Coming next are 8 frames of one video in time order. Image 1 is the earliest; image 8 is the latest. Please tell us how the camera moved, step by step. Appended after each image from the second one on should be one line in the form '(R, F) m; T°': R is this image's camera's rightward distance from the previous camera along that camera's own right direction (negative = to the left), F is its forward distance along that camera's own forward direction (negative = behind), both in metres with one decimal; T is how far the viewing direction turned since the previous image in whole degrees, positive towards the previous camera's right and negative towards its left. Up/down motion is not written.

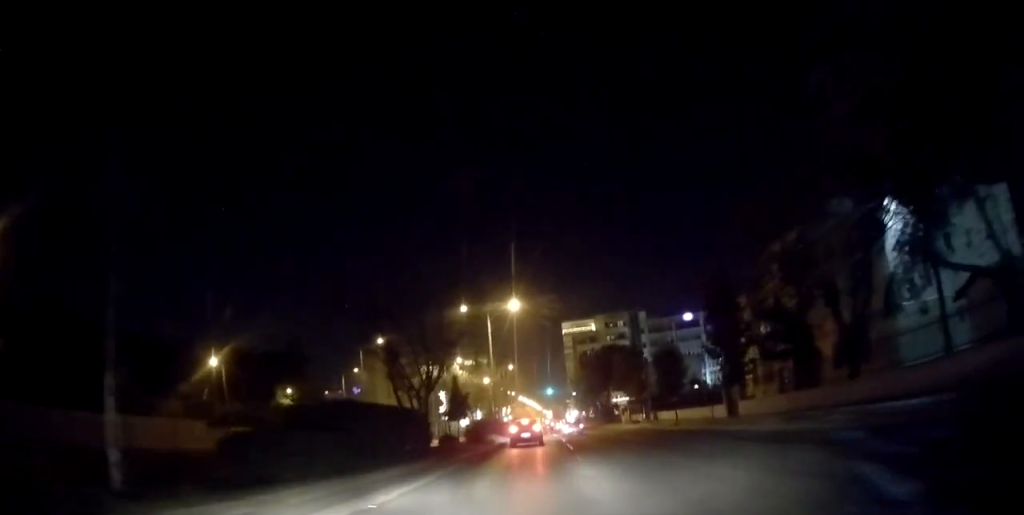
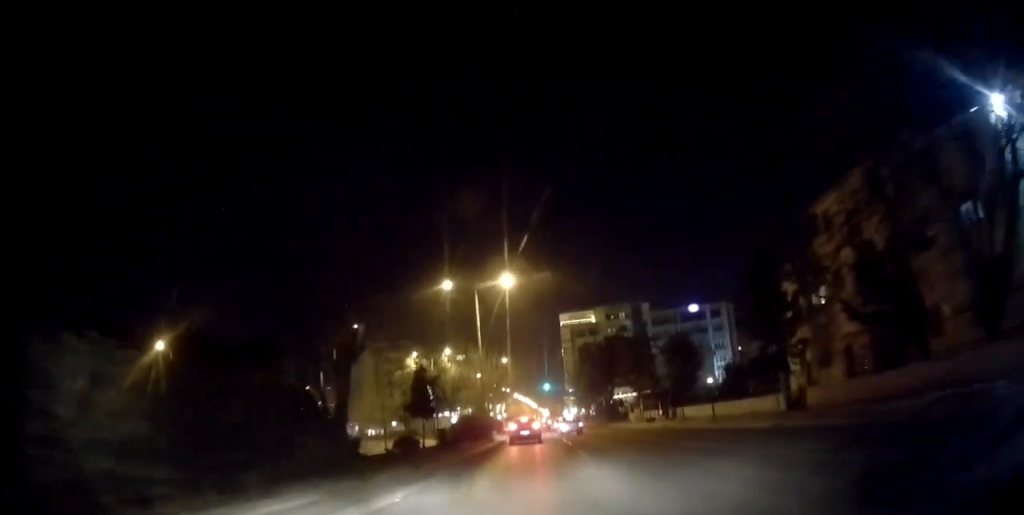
(-0.4, +9.0) m; +1°
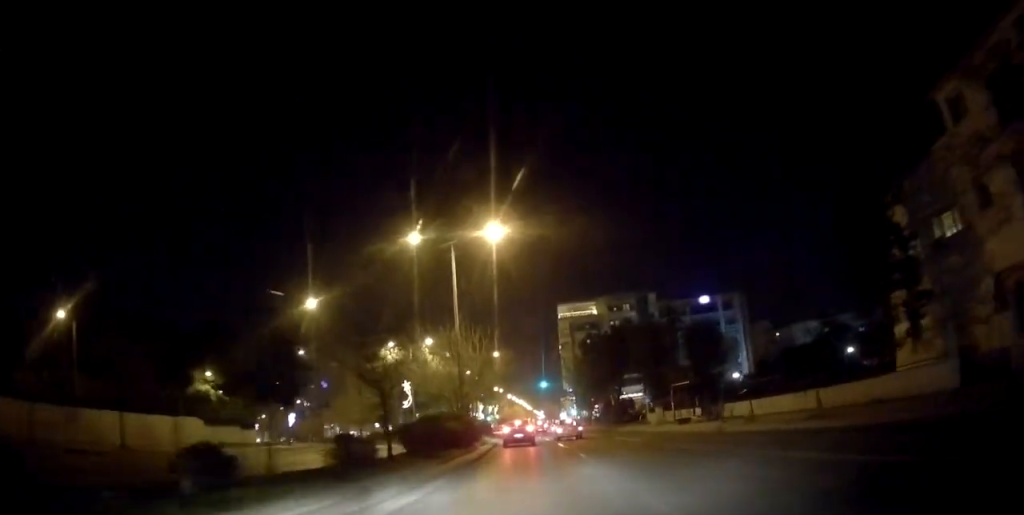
(+0.5, +12.5) m; +2°
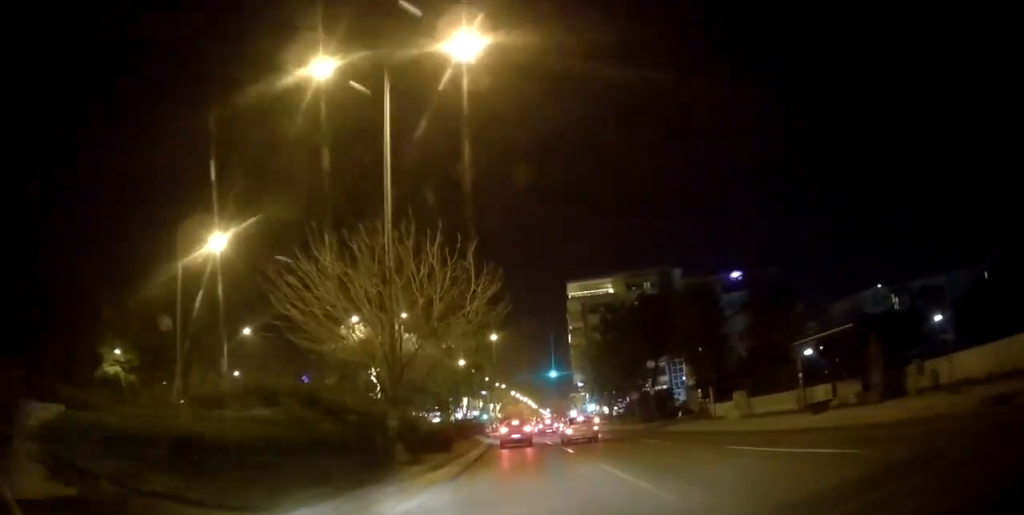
(-0.3, +18.4) m; -1°
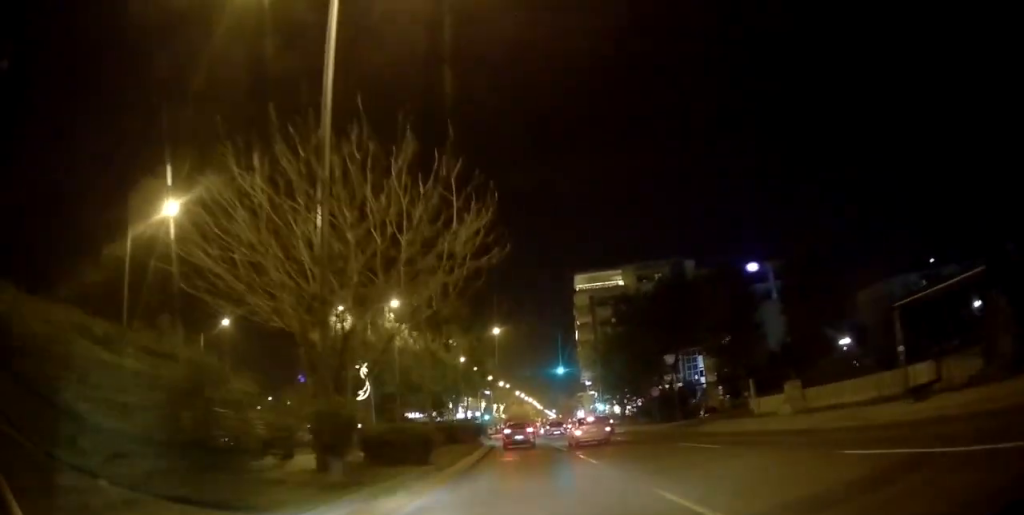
(+0.1, +6.1) m; +1°
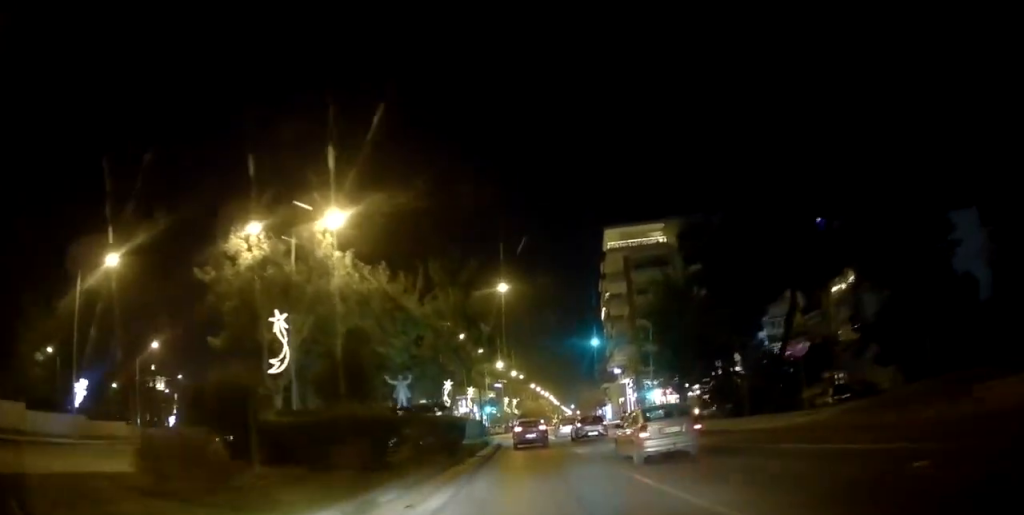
(0.0, +20.6) m; -2°
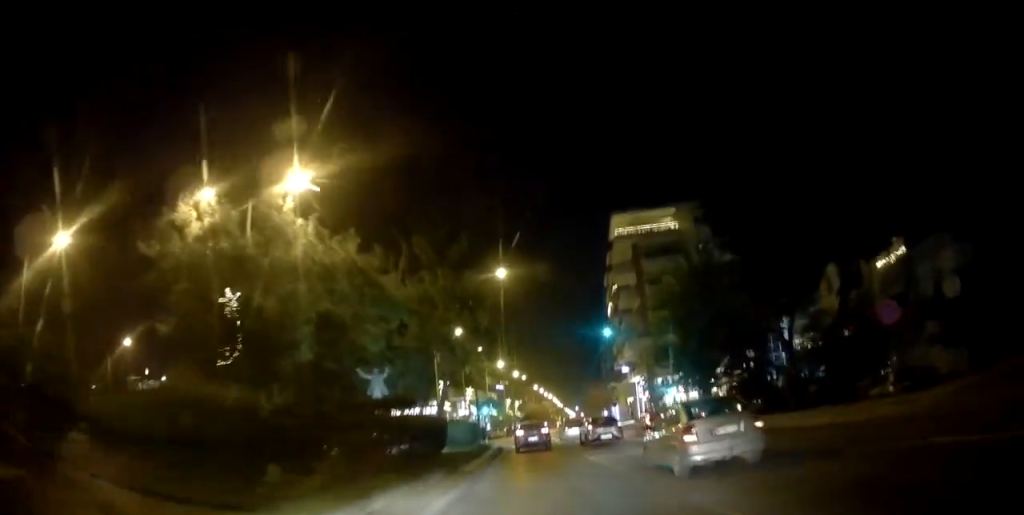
(-0.1, +5.9) m; -1°
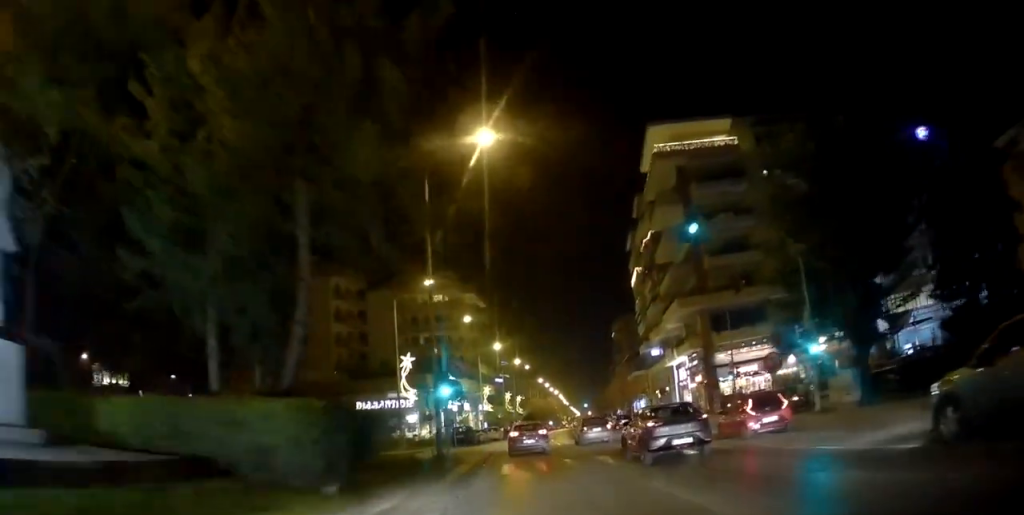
(-0.4, +20.9) m; +1°
